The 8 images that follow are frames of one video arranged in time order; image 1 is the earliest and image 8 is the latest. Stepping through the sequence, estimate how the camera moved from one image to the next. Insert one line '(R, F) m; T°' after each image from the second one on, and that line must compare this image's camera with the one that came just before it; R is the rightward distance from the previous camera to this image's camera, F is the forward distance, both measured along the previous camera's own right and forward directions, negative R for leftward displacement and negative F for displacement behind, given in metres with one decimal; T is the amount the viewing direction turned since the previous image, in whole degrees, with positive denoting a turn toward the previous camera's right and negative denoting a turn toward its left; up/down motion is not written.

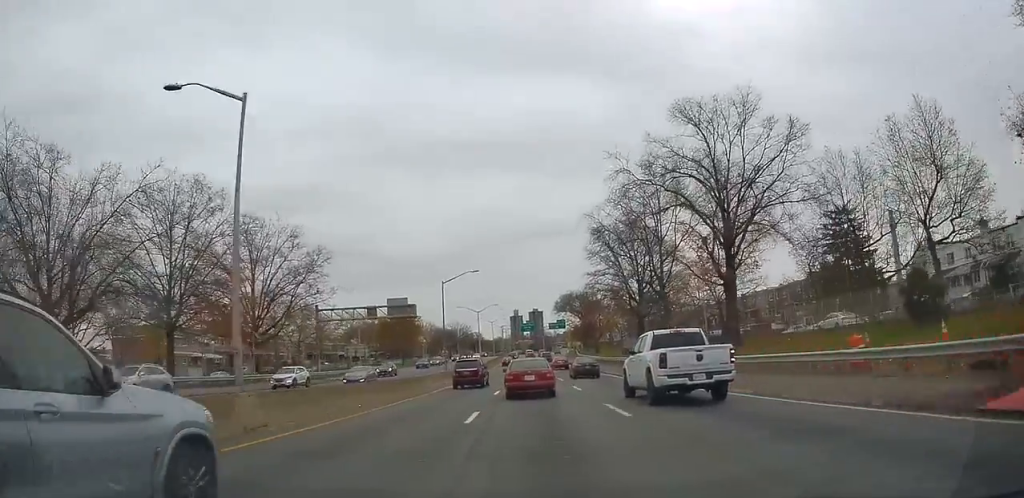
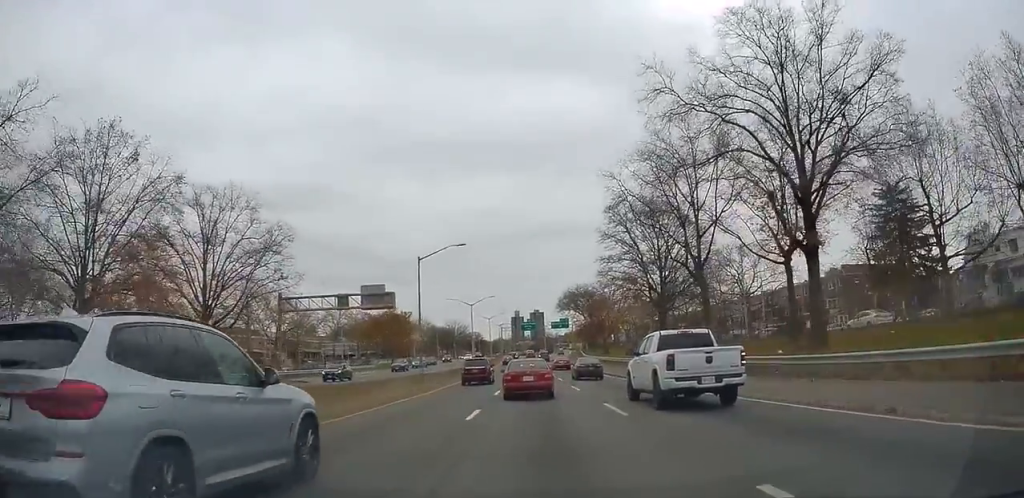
(0.0, +11.4) m; -1°
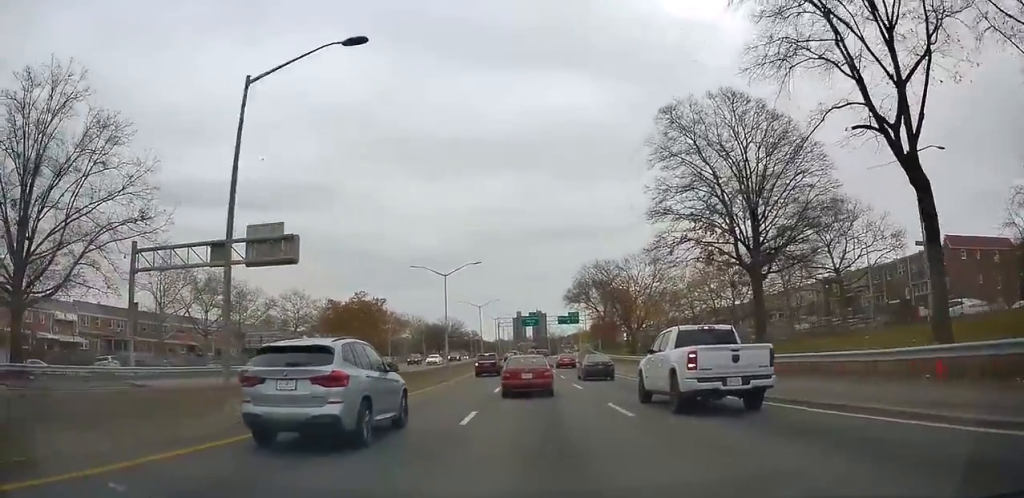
(-0.4, +25.4) m; 0°
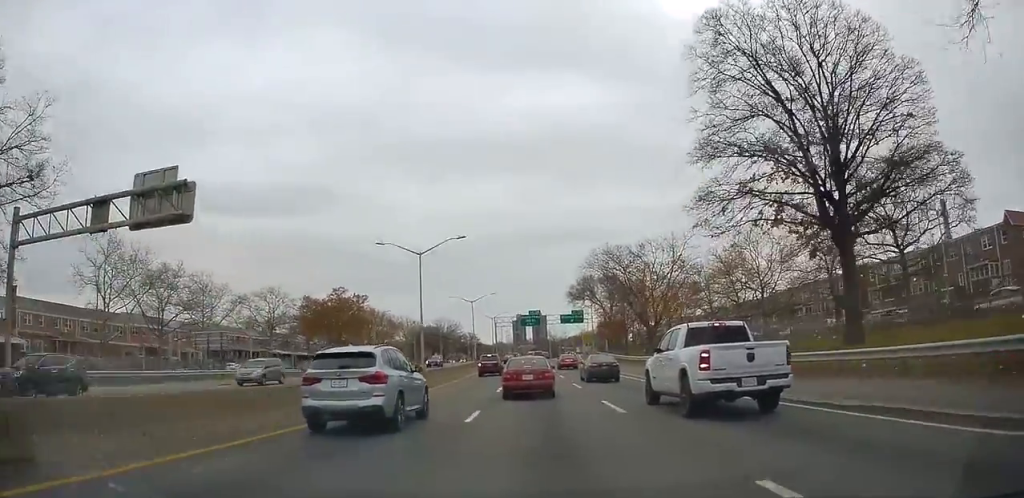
(+0.1, +11.3) m; 0°
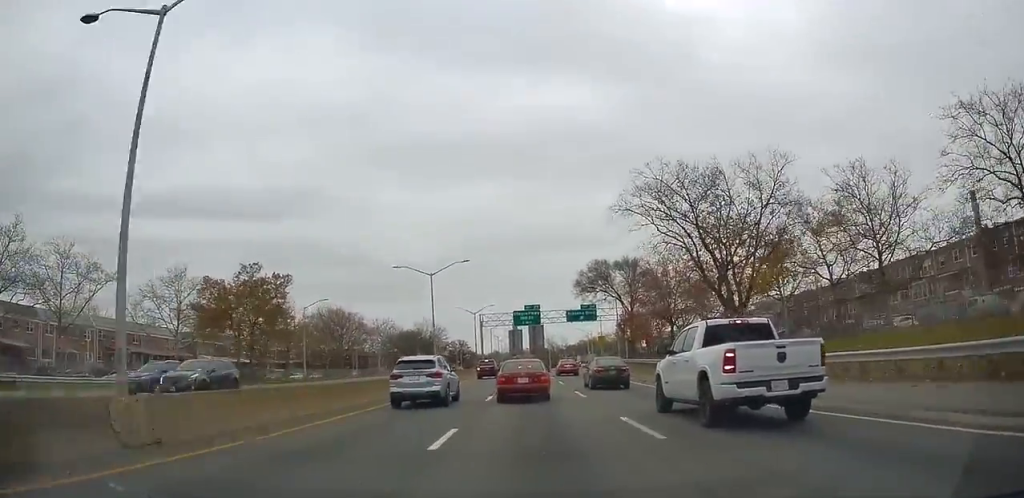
(+0.3, +30.2) m; +1°
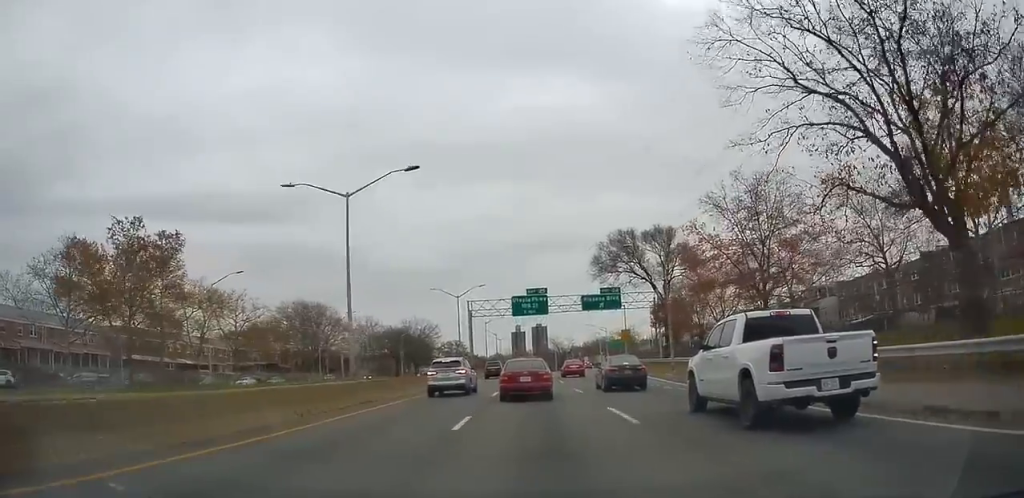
(0.0, +24.0) m; 0°
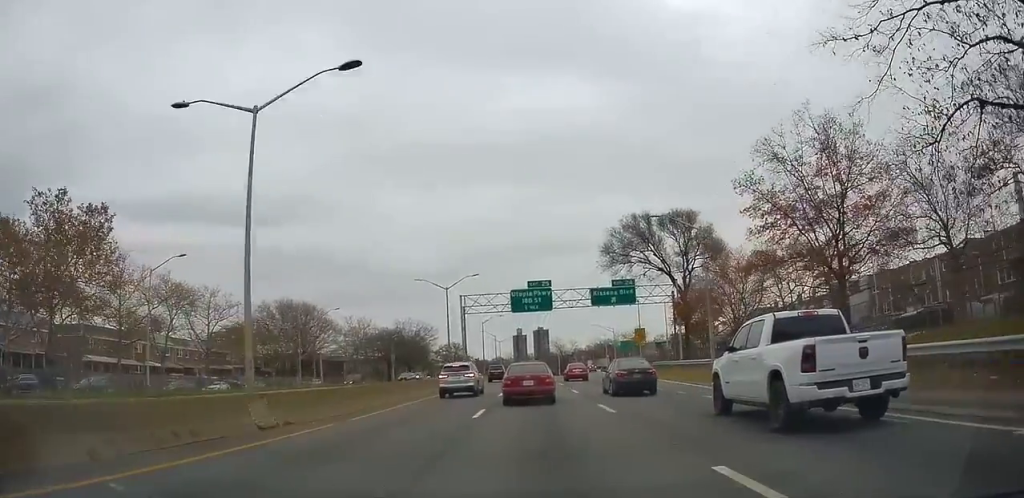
(0.0, +9.5) m; 0°
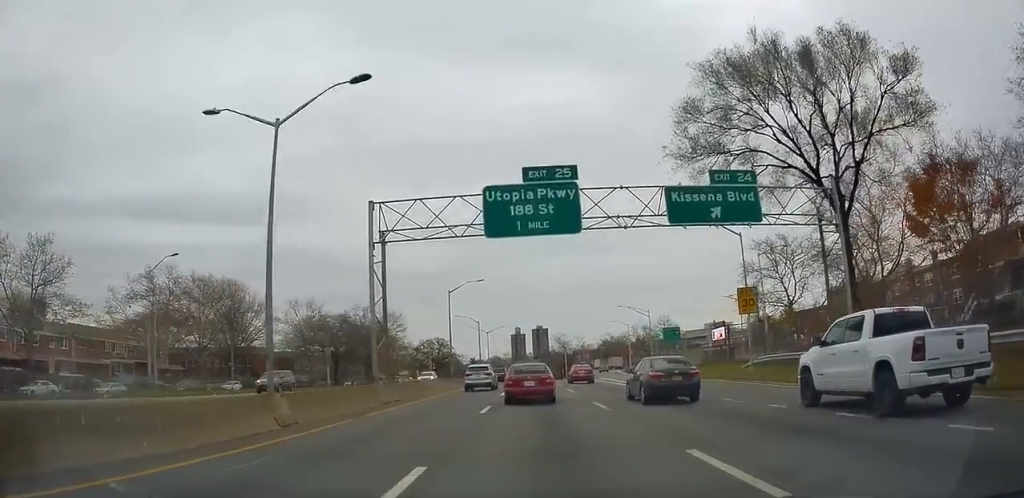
(+0.1, +34.9) m; 0°
